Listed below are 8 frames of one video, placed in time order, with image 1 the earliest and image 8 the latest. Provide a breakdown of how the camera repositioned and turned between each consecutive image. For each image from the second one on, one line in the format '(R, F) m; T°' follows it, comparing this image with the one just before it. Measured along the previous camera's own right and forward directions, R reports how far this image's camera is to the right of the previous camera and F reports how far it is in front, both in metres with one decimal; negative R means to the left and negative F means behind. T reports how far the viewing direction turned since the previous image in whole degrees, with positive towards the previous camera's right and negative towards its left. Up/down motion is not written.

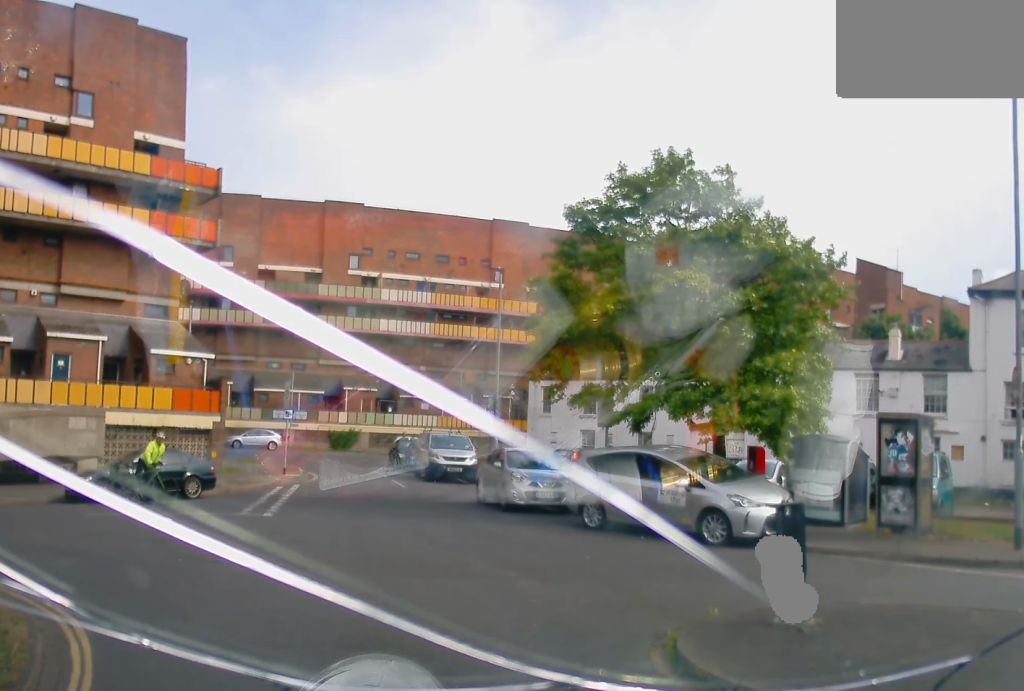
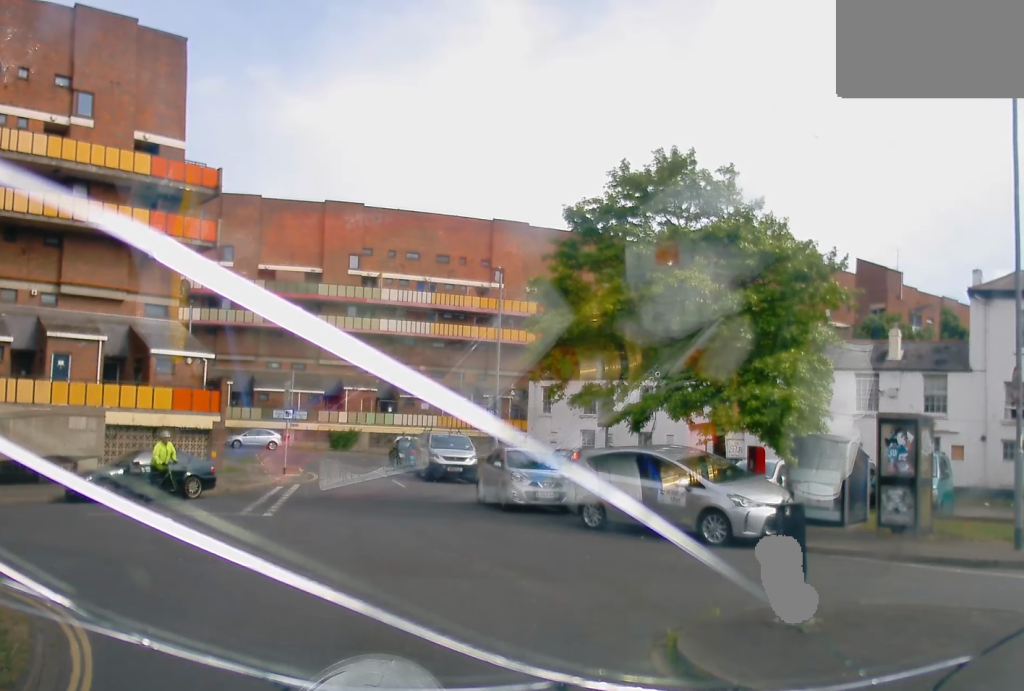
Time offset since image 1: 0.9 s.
(0.0, +0.1) m; 0°
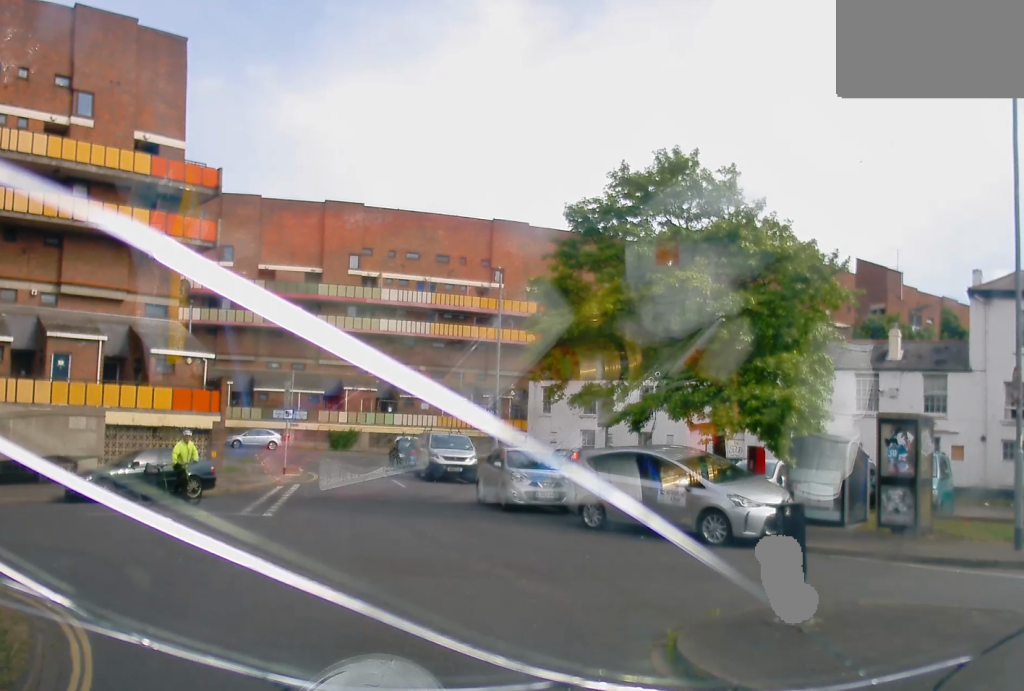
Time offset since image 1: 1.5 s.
(0.0, 0.0) m; 0°
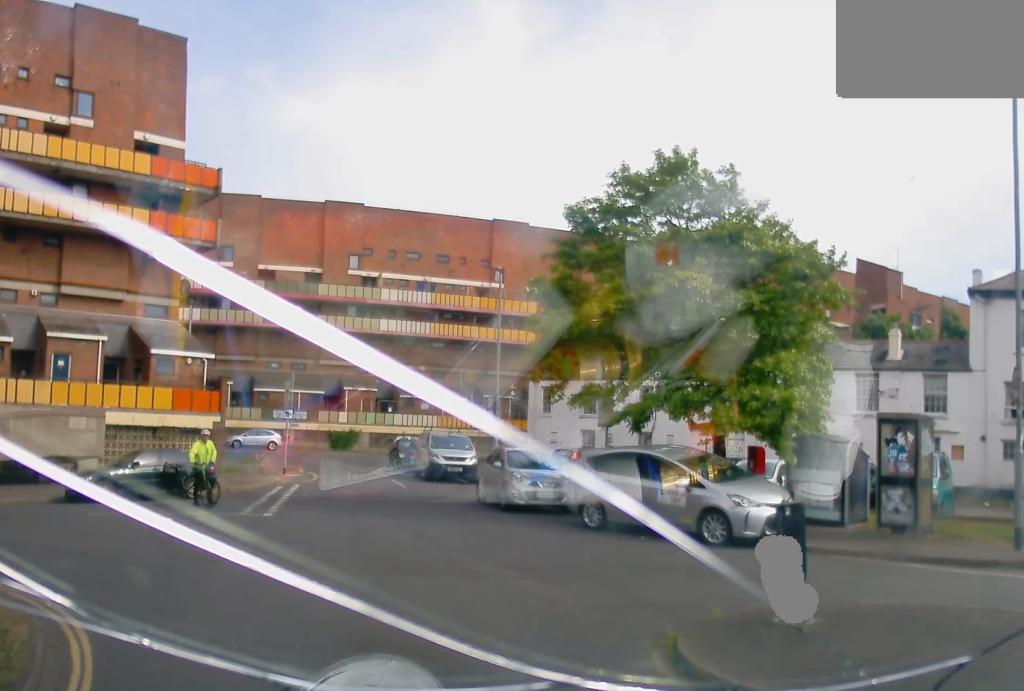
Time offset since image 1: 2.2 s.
(0.0, 0.0) m; 0°
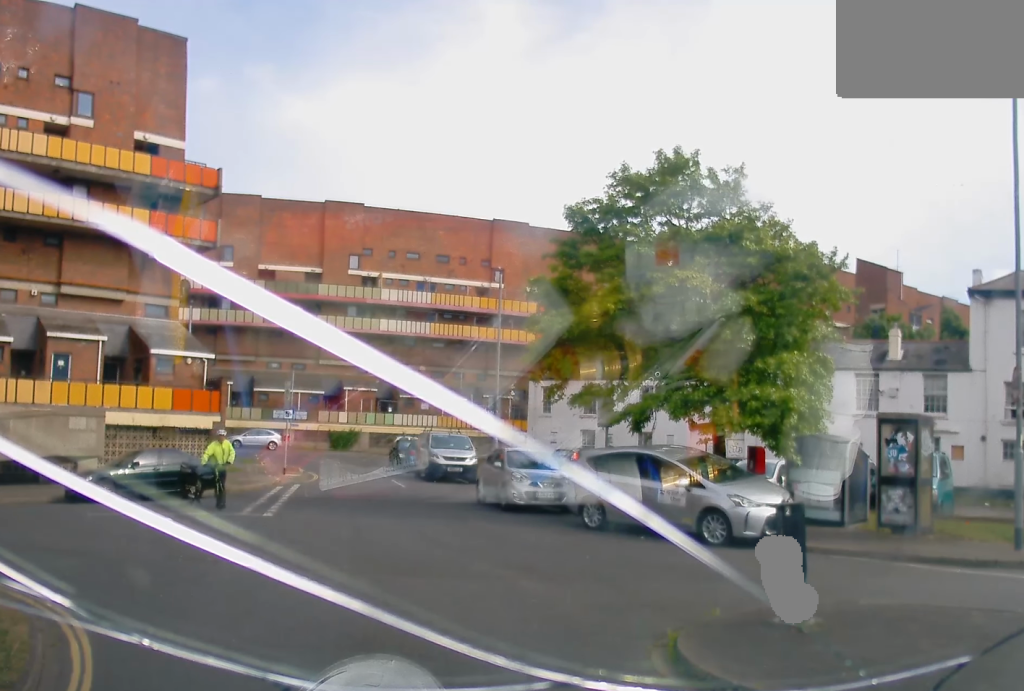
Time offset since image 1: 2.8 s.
(0.0, 0.0) m; 0°
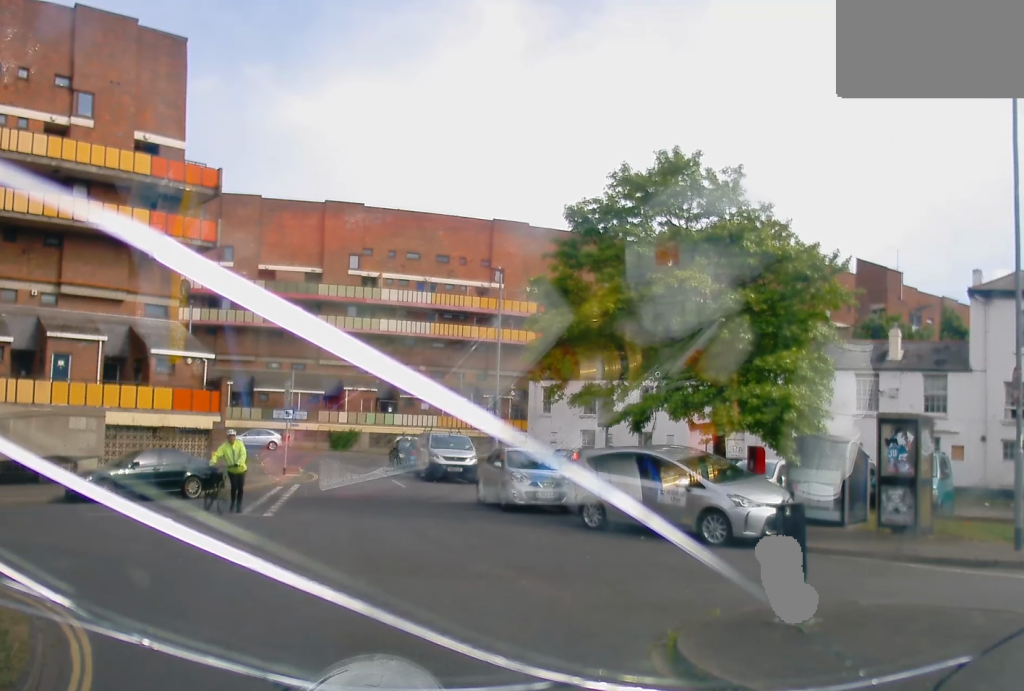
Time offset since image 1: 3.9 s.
(0.0, 0.0) m; 0°
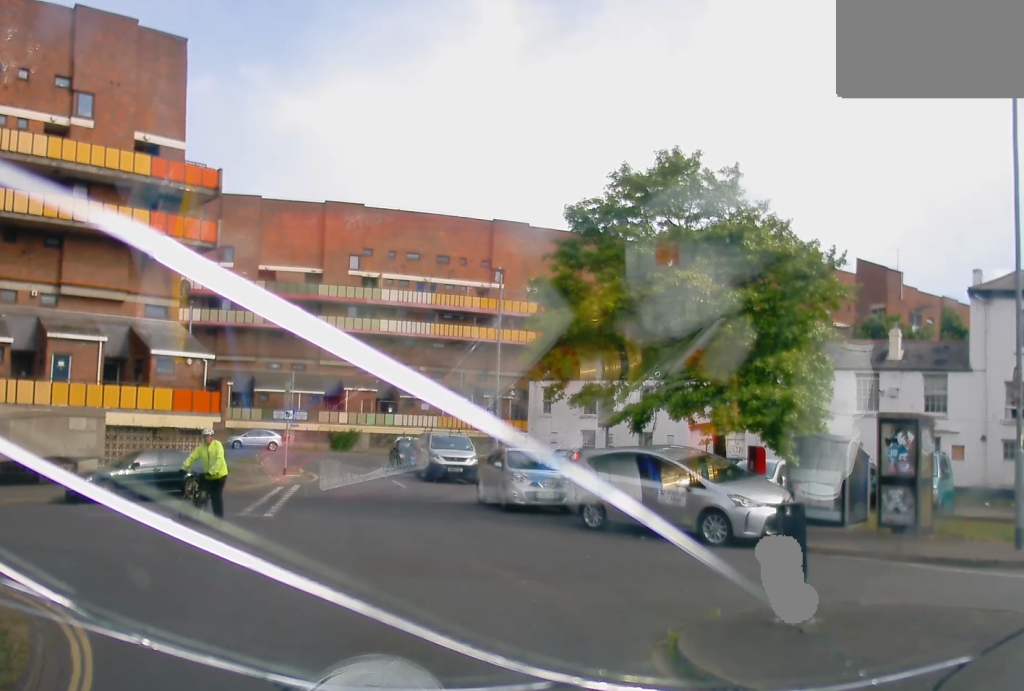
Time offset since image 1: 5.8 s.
(0.0, -0.1) m; 0°
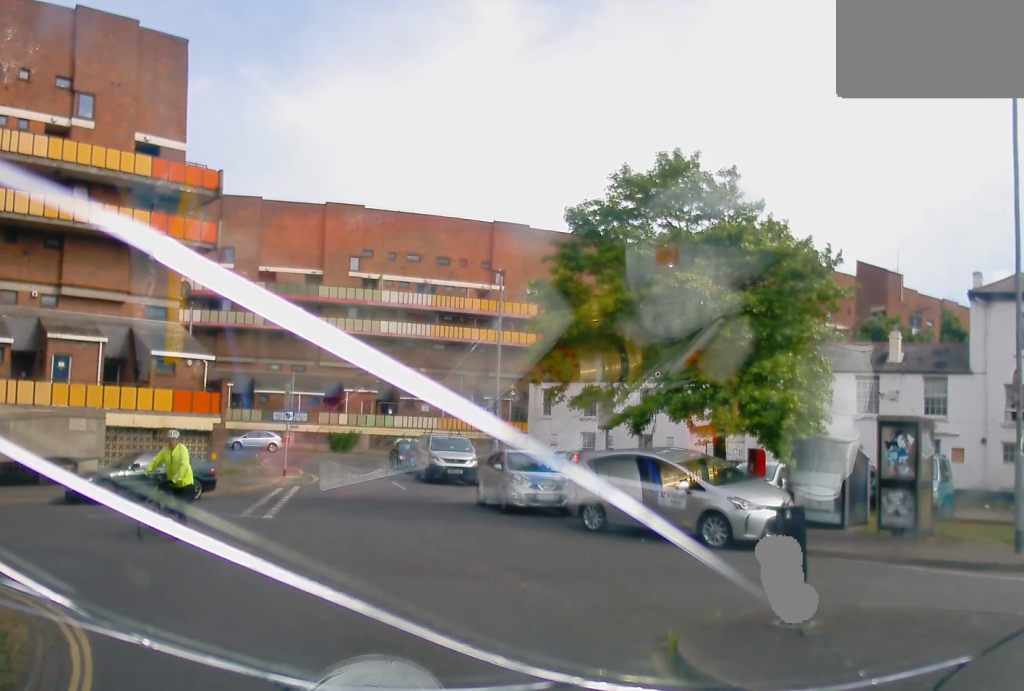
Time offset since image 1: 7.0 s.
(0.0, -0.1) m; 0°
